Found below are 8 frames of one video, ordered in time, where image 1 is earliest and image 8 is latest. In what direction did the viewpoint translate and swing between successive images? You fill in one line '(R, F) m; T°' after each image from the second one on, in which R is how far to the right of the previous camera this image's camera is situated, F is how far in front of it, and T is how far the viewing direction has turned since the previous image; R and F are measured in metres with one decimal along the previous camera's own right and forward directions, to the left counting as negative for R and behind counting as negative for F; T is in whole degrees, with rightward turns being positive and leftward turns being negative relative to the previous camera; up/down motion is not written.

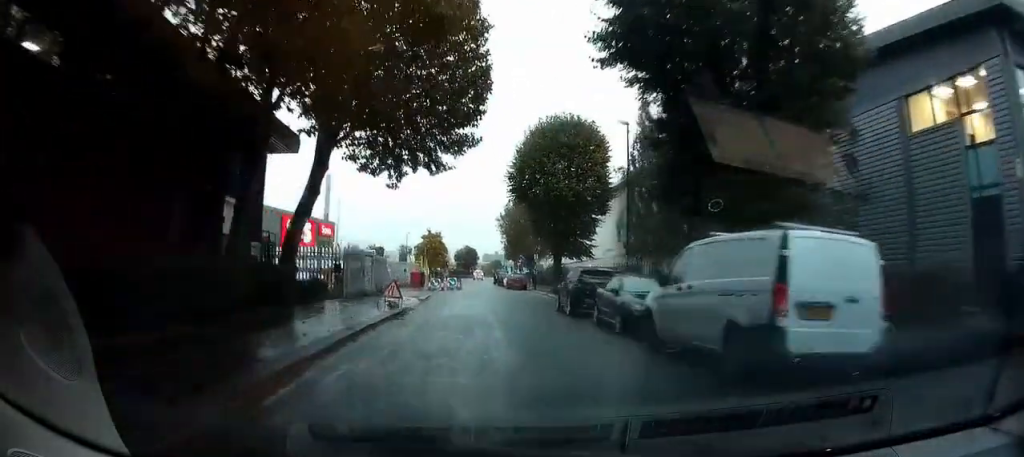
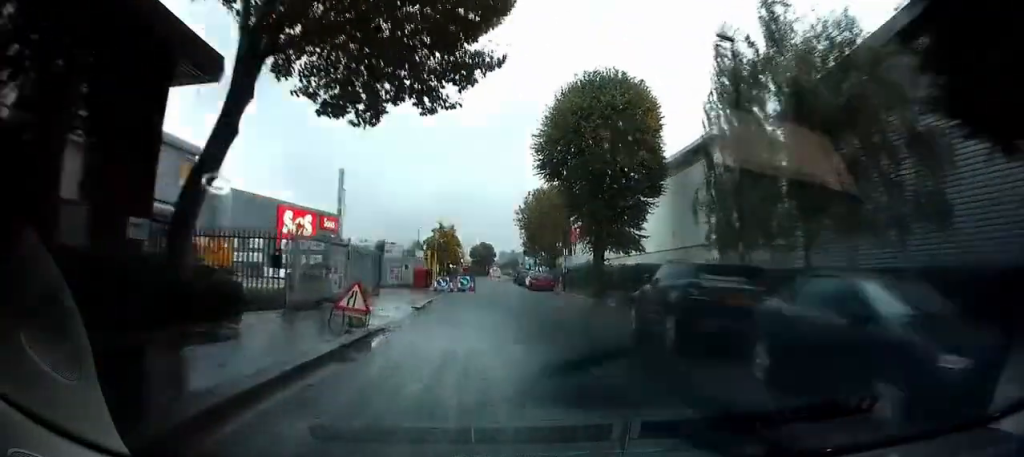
(+0.1, +7.1) m; -2°
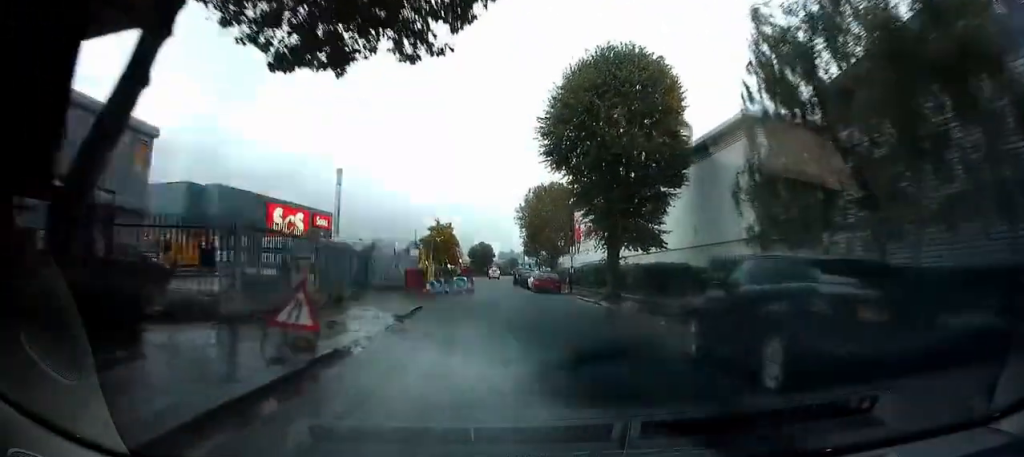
(-0.2, +3.4) m; 0°
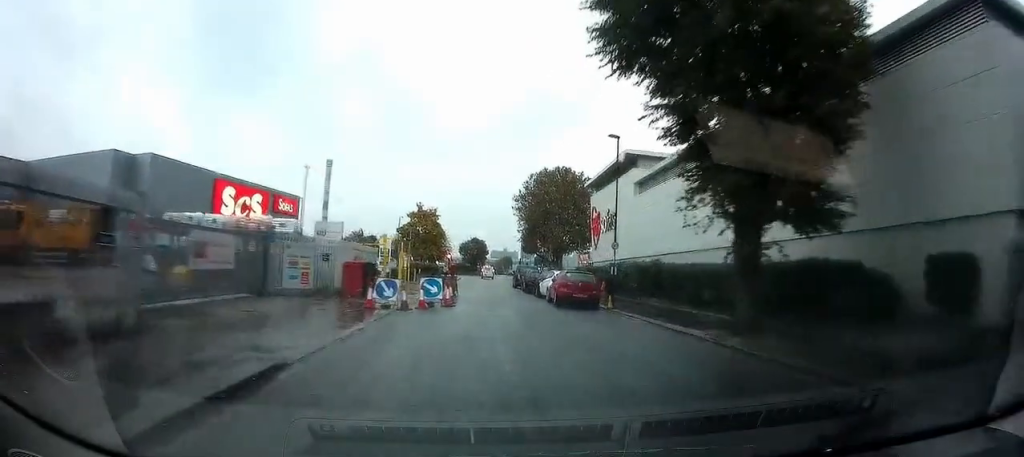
(+0.2, +13.9) m; 0°
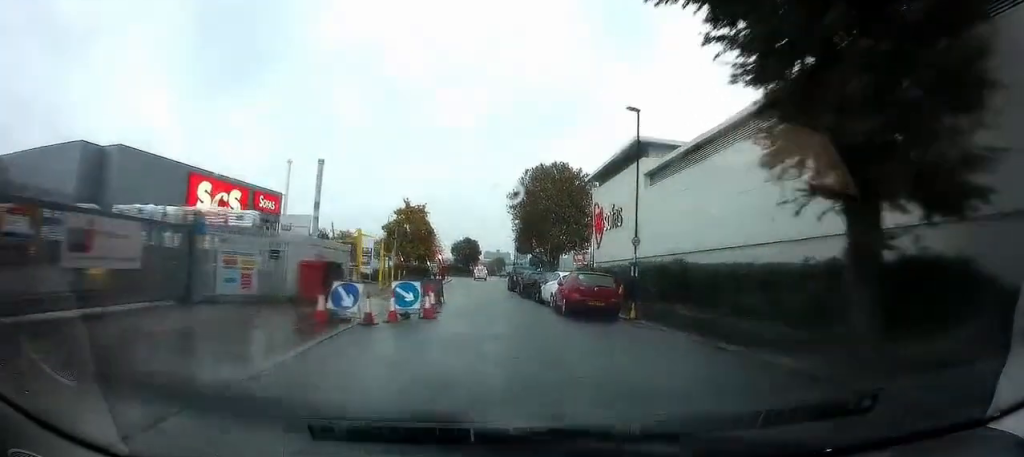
(-0.1, +4.7) m; -1°
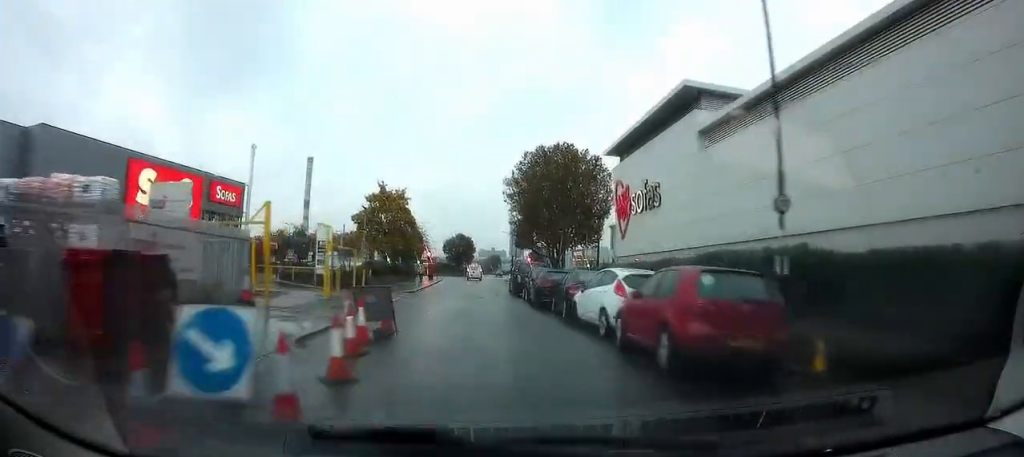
(-0.1, +11.9) m; -2°
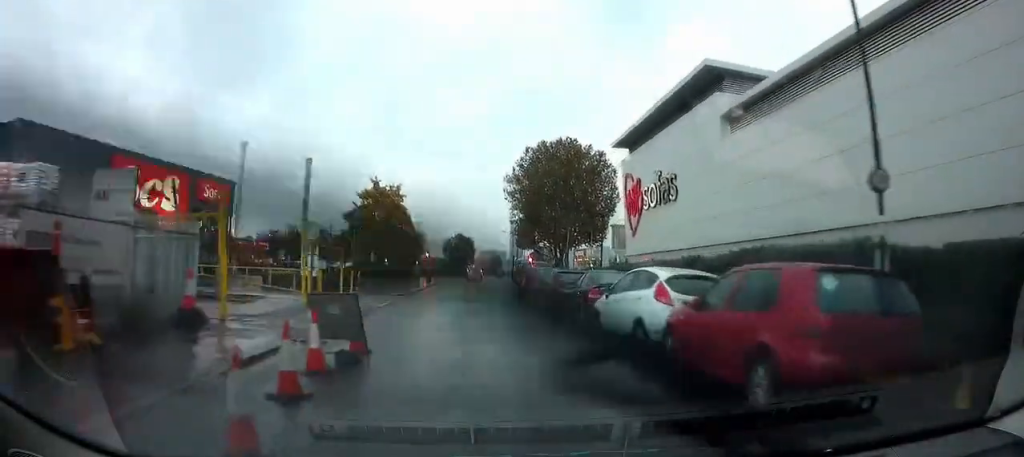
(0.0, +3.3) m; -1°
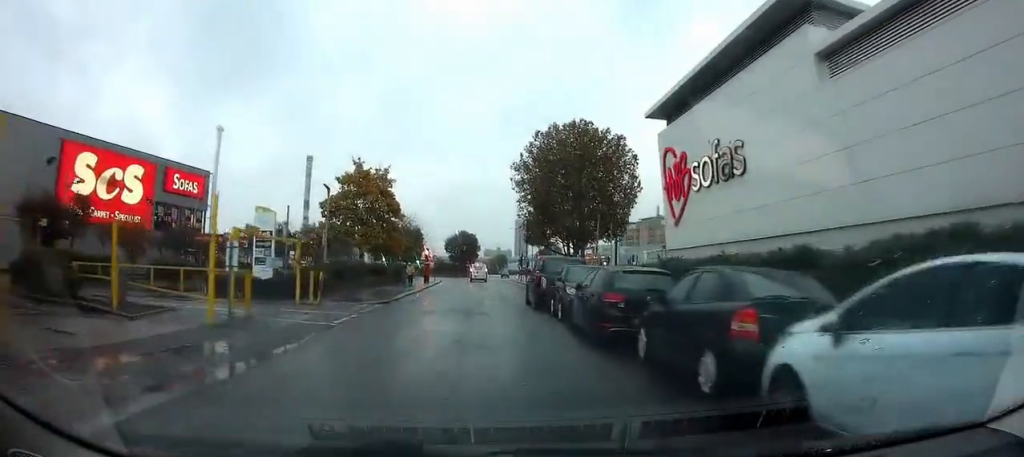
(-0.1, +9.0) m; +2°
